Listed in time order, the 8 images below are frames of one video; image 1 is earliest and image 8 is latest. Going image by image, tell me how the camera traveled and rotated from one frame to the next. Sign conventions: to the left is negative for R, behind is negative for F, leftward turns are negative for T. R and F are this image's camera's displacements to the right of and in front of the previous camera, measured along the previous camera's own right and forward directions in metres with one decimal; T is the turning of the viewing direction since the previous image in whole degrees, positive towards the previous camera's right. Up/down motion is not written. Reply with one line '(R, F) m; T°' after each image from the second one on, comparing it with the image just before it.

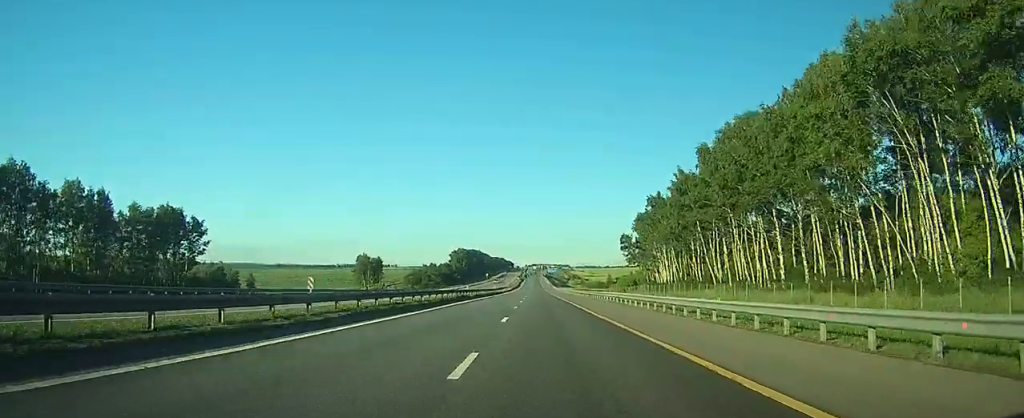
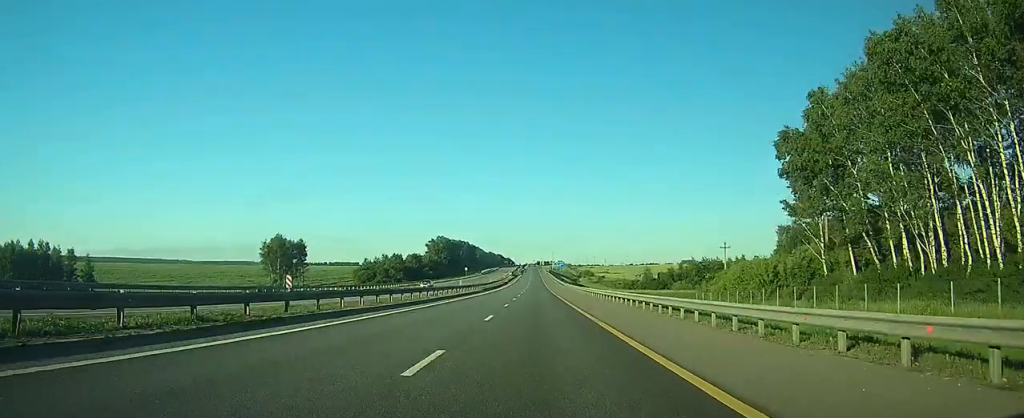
(+1.2, +96.2) m; +1°
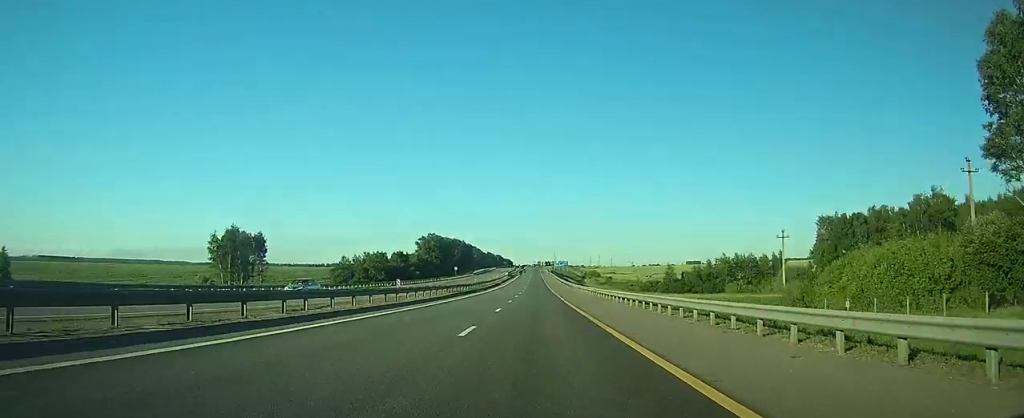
(0.0, +29.9) m; 0°
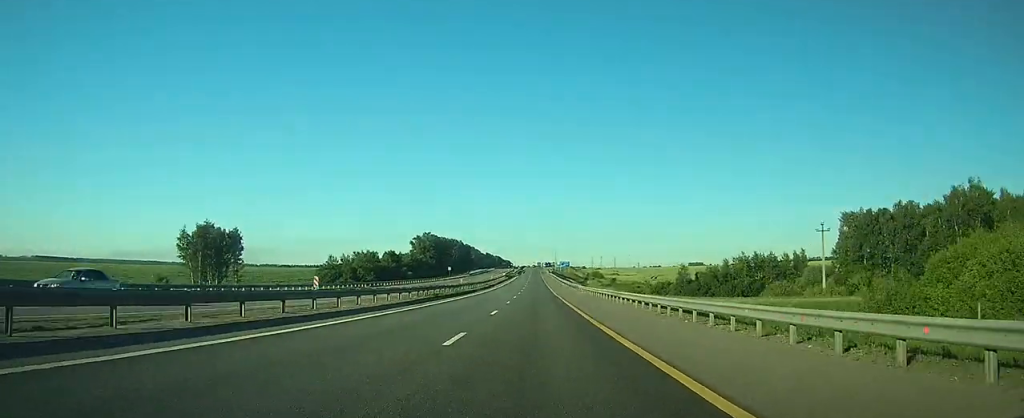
(0.0, +14.0) m; 0°
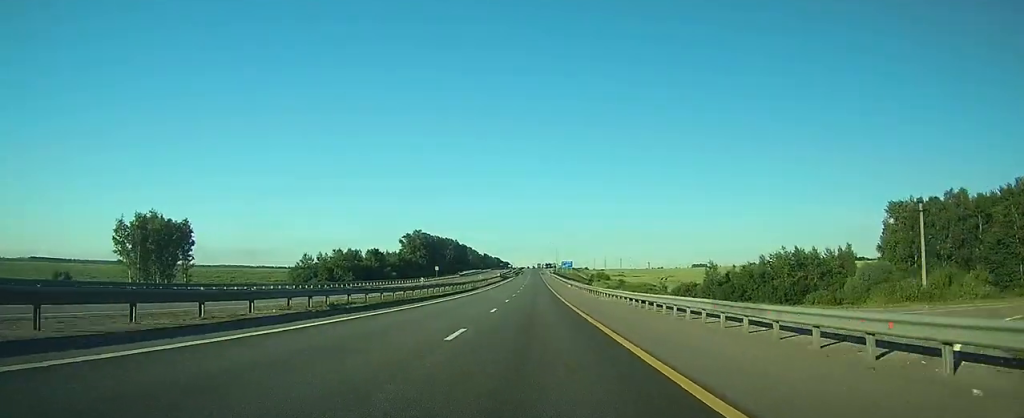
(0.0, +23.1) m; 0°
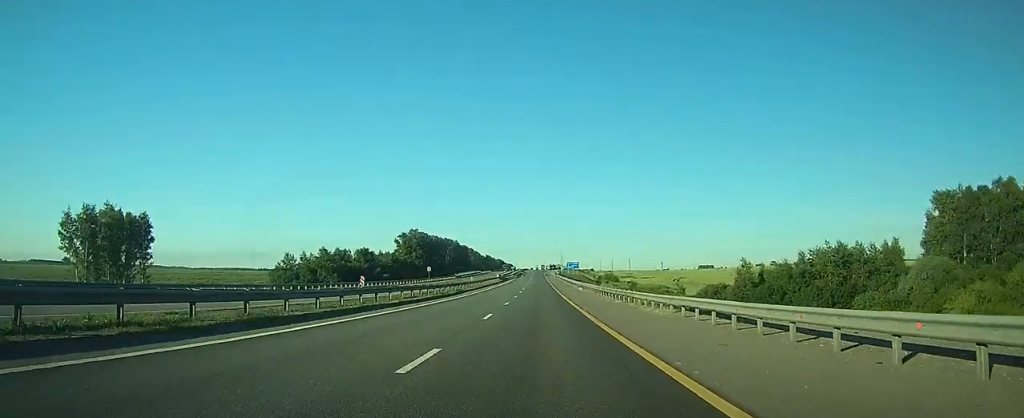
(0.0, +16.6) m; 0°
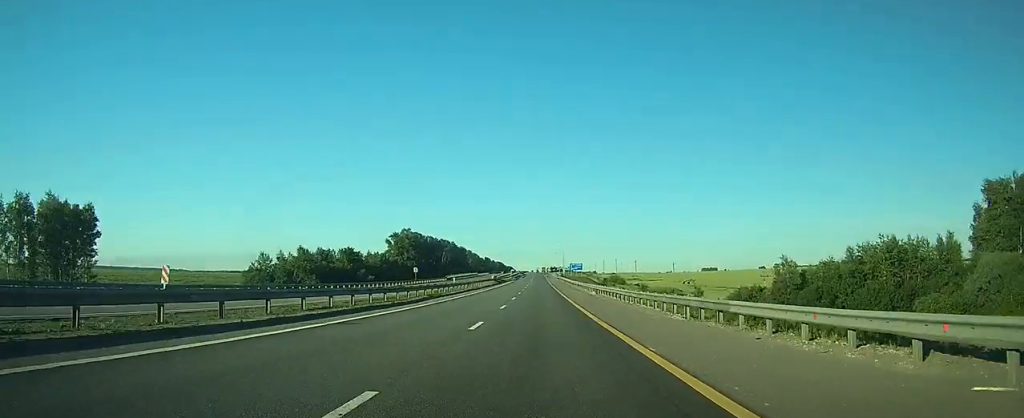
(-0.1, +16.4) m; 0°
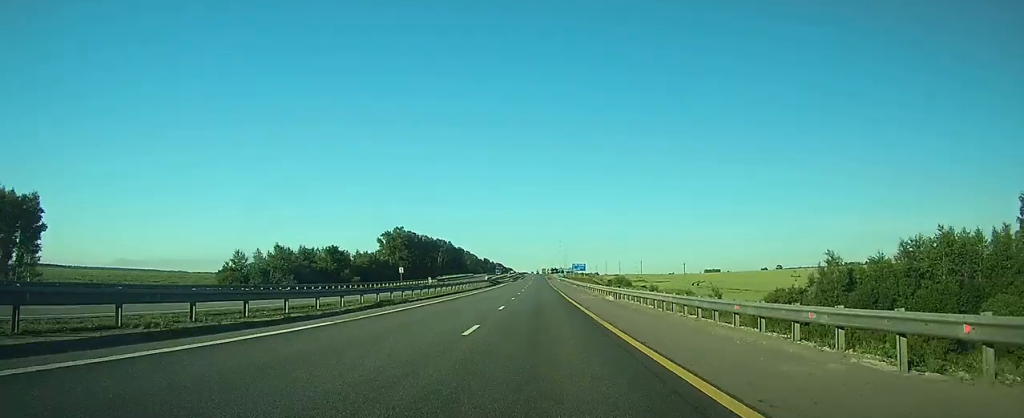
(0.0, +13.7) m; 0°
